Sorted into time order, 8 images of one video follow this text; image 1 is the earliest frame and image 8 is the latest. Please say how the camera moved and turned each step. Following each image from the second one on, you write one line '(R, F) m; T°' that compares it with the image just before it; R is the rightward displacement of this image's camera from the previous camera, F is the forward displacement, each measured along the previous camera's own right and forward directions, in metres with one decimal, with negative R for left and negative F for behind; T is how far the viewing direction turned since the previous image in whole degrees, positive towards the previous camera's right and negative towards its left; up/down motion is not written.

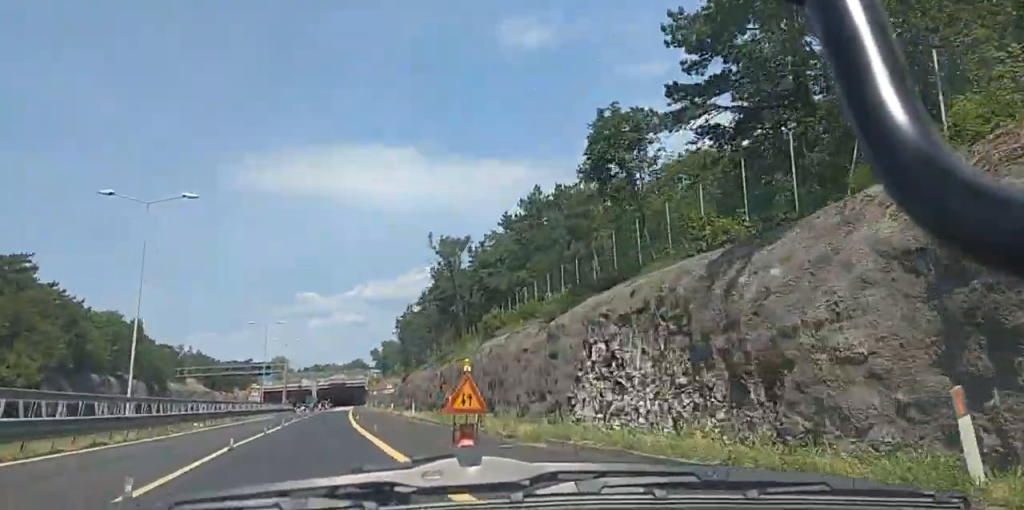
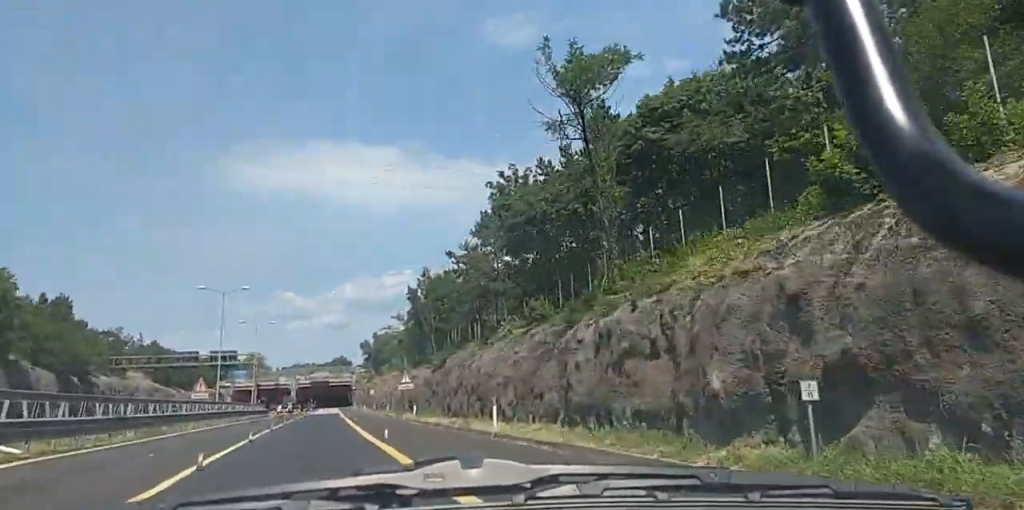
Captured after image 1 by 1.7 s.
(+0.3, +29.3) m; +1°
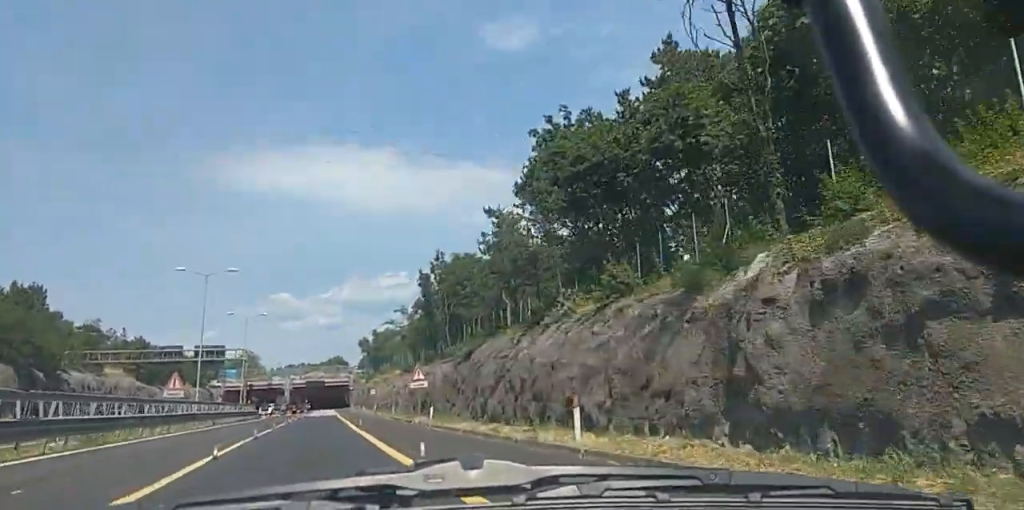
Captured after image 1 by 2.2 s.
(-0.1, +9.0) m; +1°
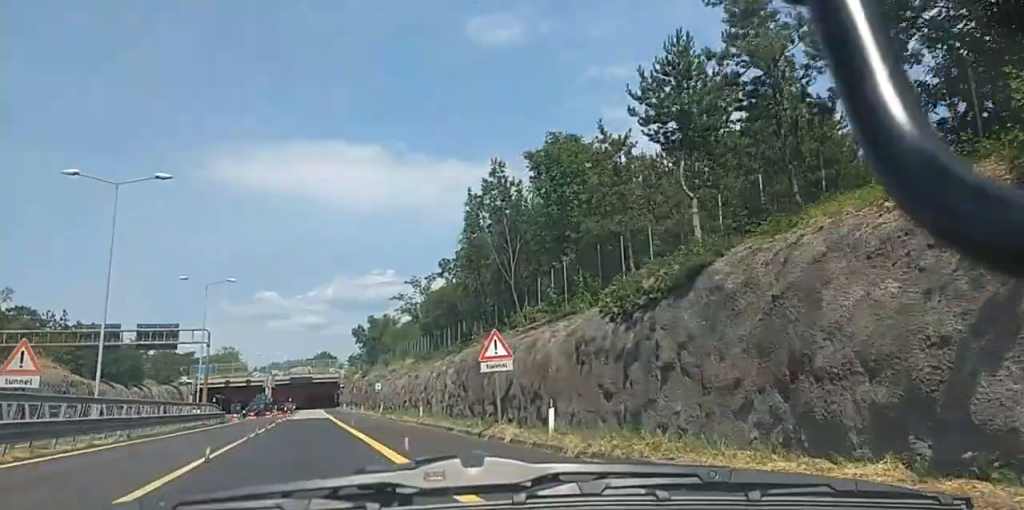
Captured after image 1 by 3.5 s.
(+0.5, +22.7) m; +2°
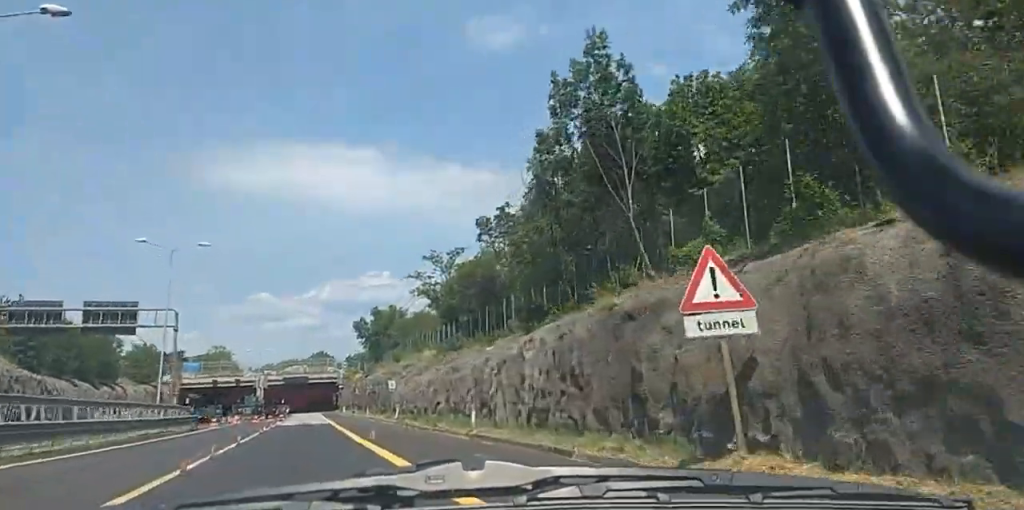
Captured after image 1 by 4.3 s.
(0.0, +14.7) m; 0°
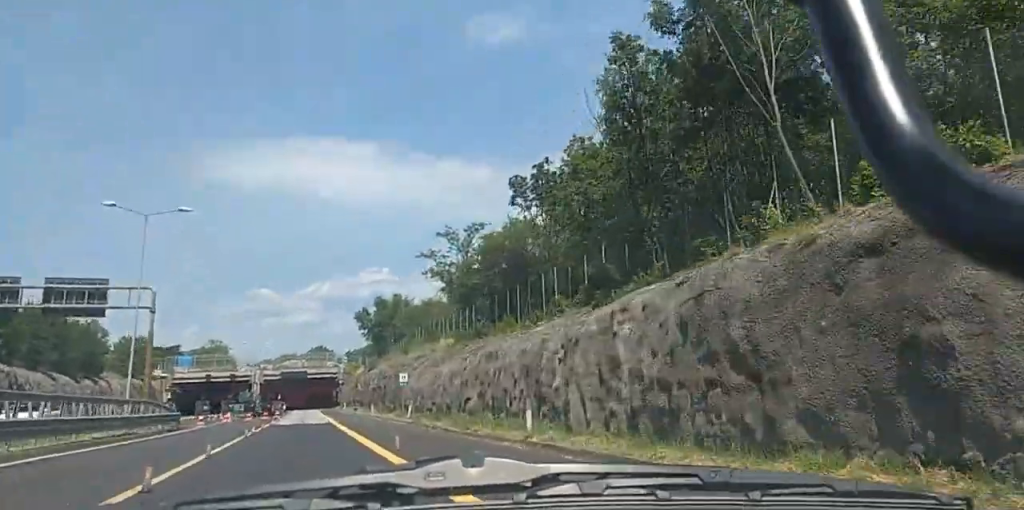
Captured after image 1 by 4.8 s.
(0.0, +7.6) m; 0°
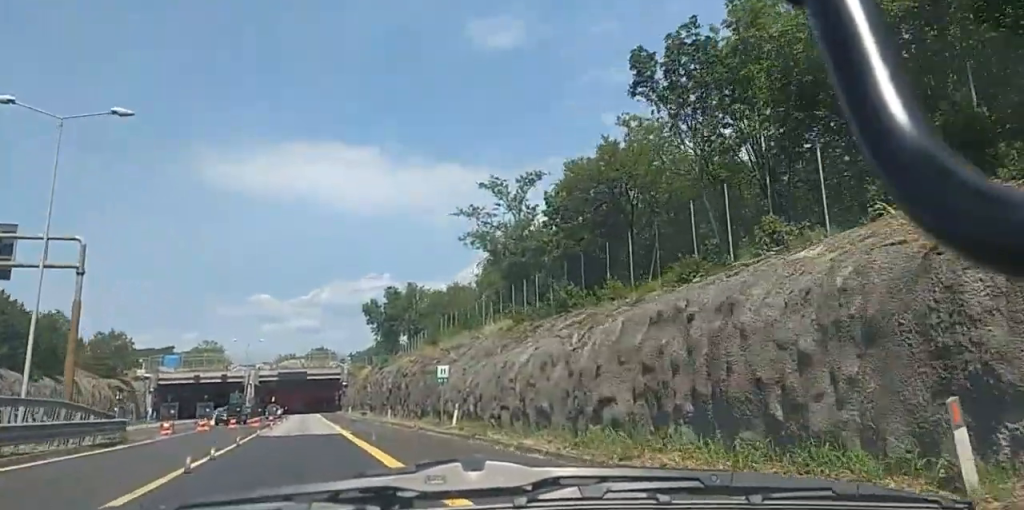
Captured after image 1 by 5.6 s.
(-0.1, +14.5) m; -1°
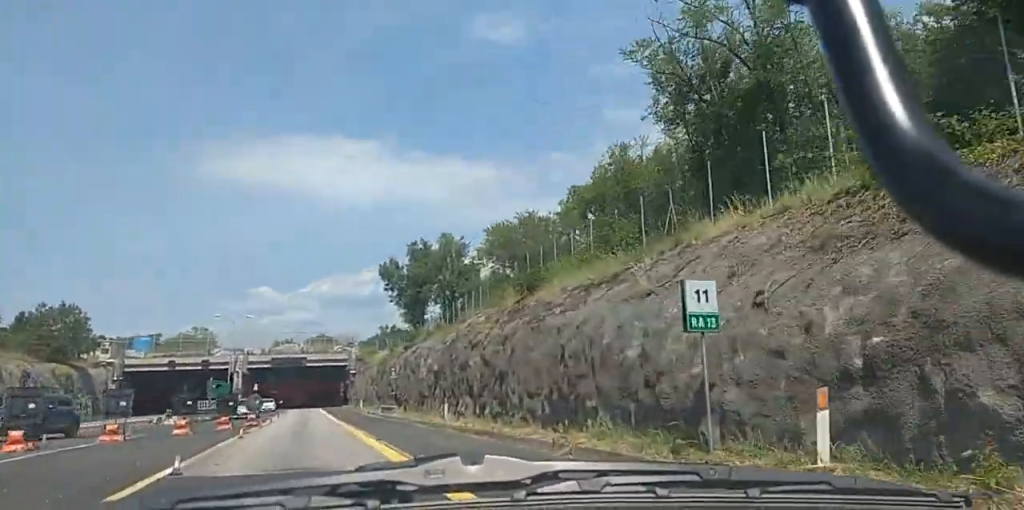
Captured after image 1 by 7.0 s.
(-0.3, +22.9) m; -2°
